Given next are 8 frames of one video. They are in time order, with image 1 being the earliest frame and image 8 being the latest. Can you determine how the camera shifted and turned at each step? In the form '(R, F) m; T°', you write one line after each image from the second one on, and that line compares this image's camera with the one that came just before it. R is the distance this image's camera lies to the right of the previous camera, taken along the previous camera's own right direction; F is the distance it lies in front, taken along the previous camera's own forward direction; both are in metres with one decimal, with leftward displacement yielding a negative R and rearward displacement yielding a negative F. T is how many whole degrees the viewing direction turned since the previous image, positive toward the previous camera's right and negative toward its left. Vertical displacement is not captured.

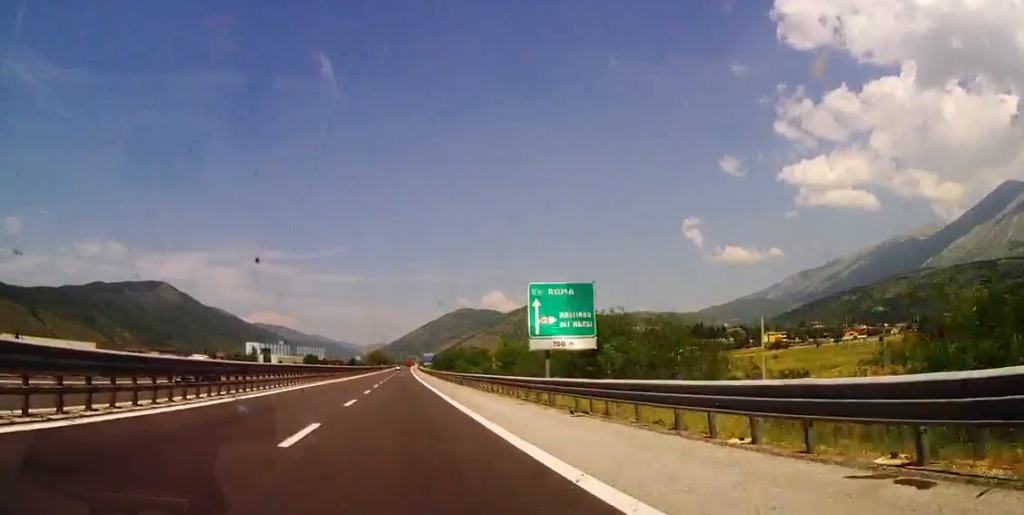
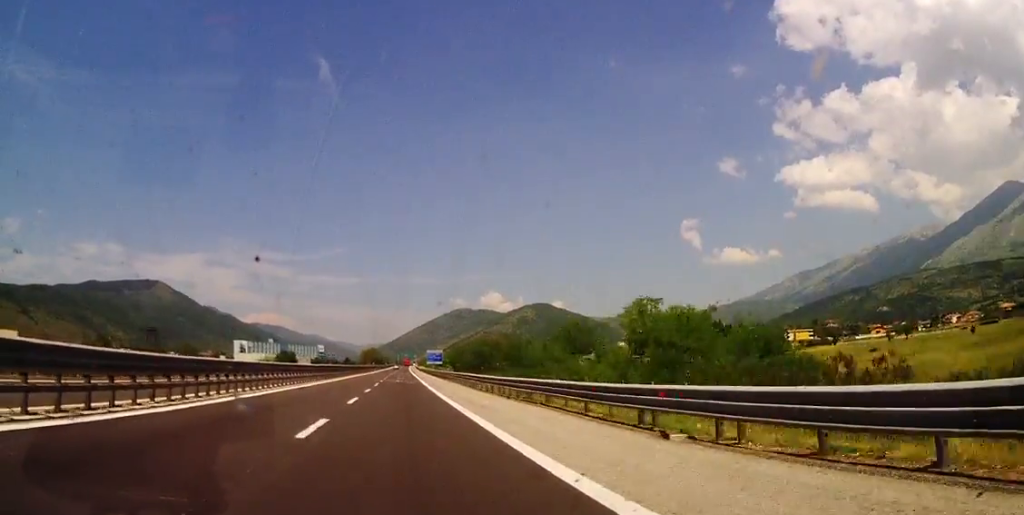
(-0.1, +45.2) m; 0°
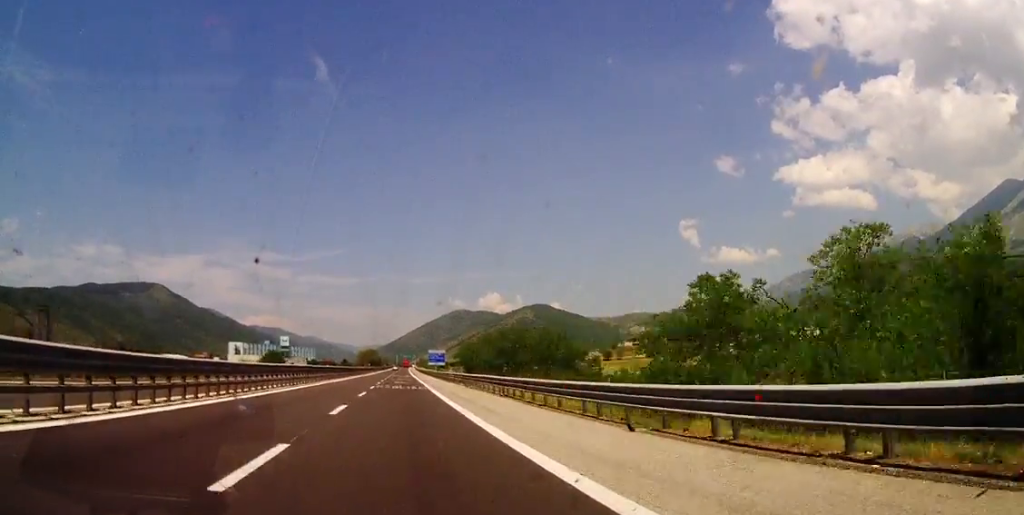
(+0.2, +17.2) m; 0°
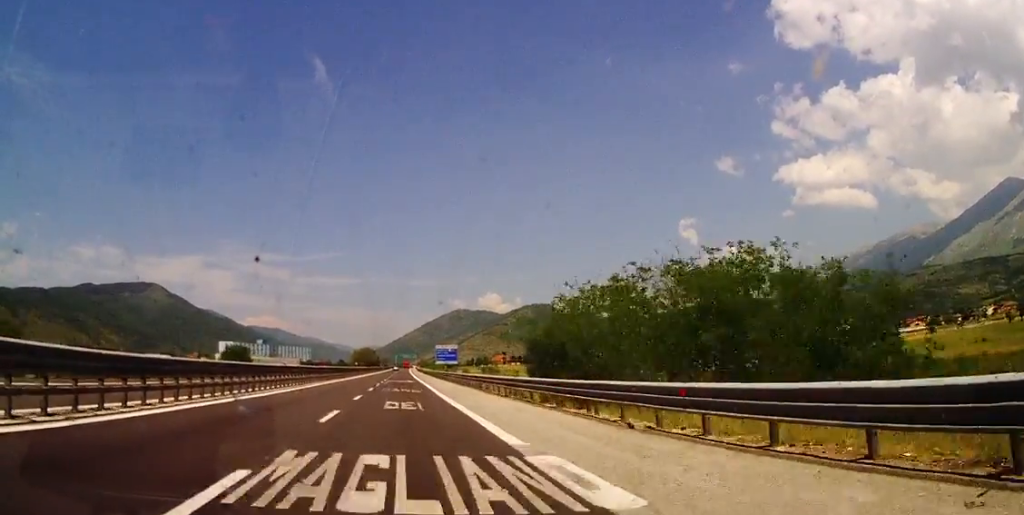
(+0.2, +38.1) m; 0°
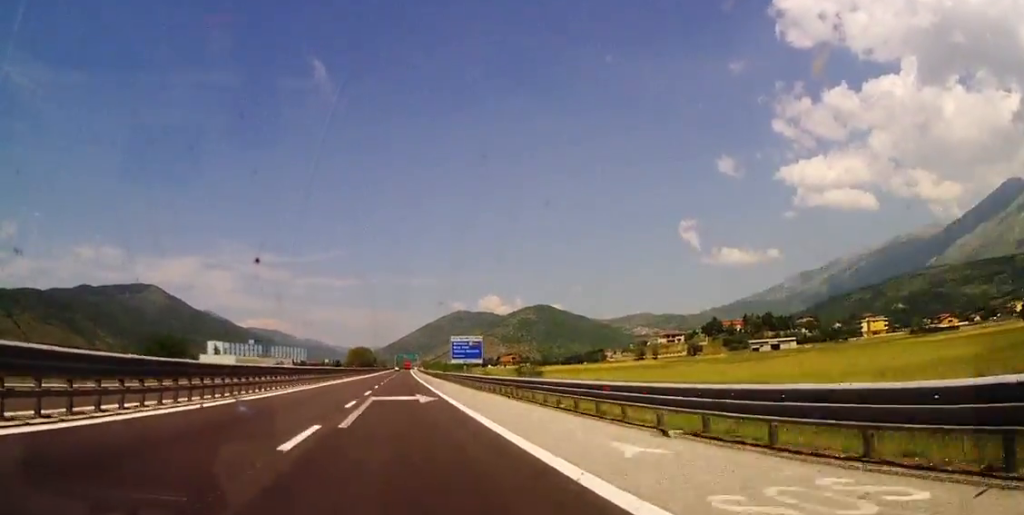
(-0.1, +40.5) m; 0°
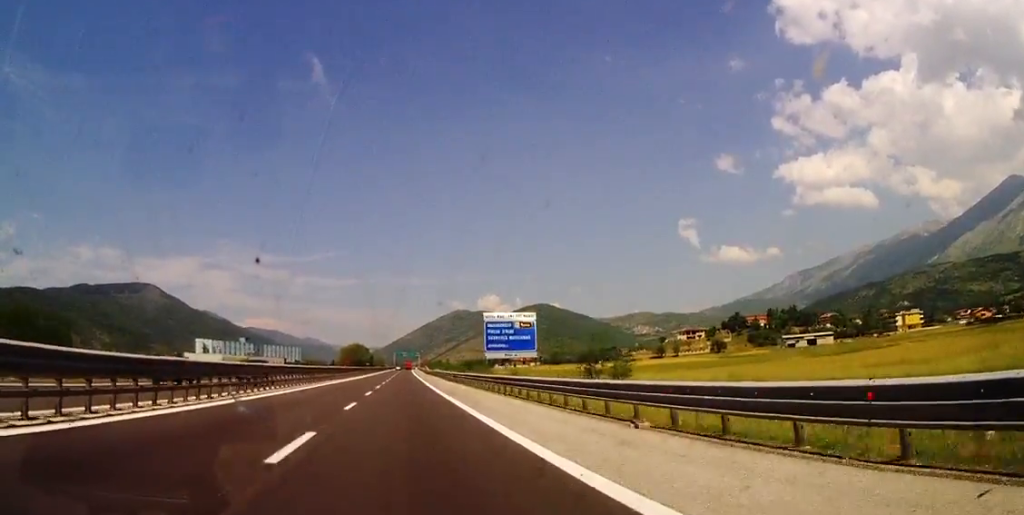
(+0.1, +36.7) m; 0°
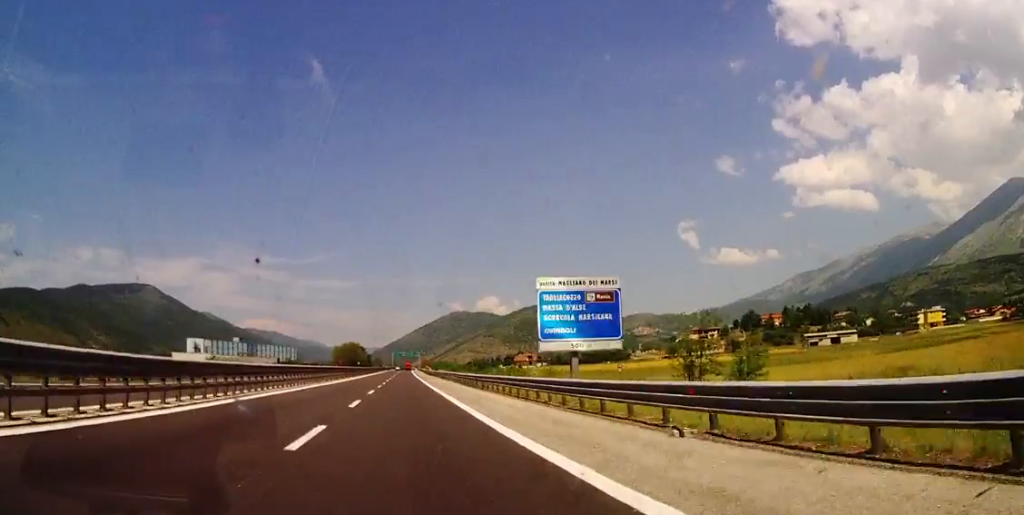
(-0.1, +22.0) m; 0°
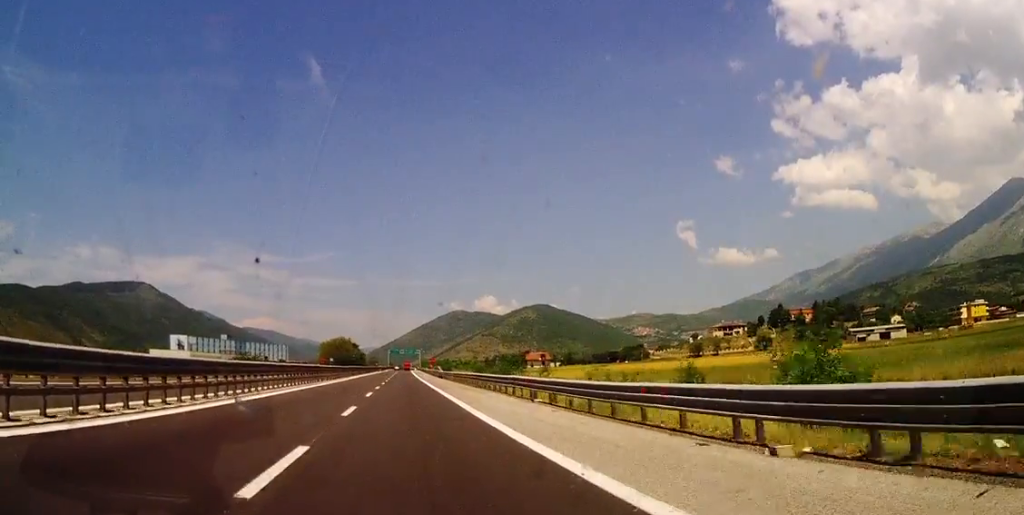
(+0.1, +39.0) m; 0°
